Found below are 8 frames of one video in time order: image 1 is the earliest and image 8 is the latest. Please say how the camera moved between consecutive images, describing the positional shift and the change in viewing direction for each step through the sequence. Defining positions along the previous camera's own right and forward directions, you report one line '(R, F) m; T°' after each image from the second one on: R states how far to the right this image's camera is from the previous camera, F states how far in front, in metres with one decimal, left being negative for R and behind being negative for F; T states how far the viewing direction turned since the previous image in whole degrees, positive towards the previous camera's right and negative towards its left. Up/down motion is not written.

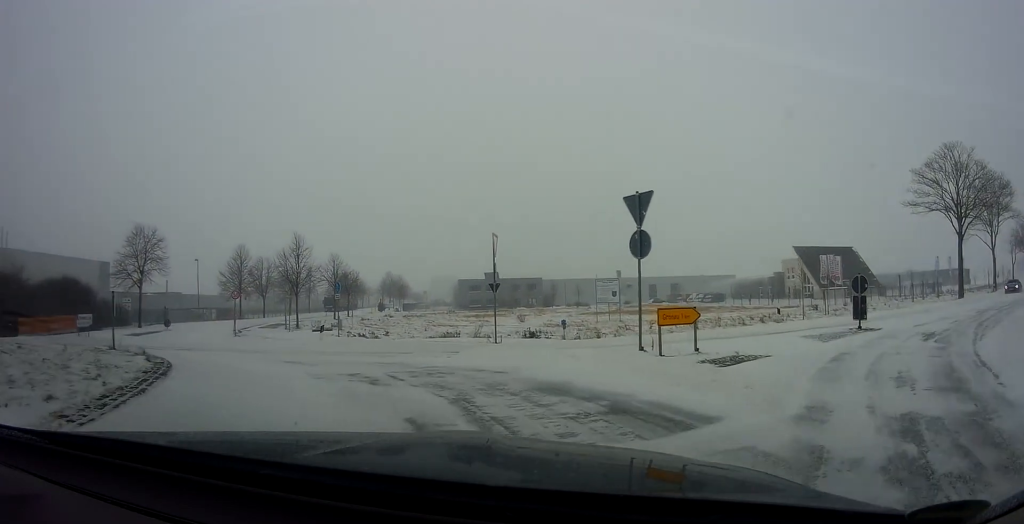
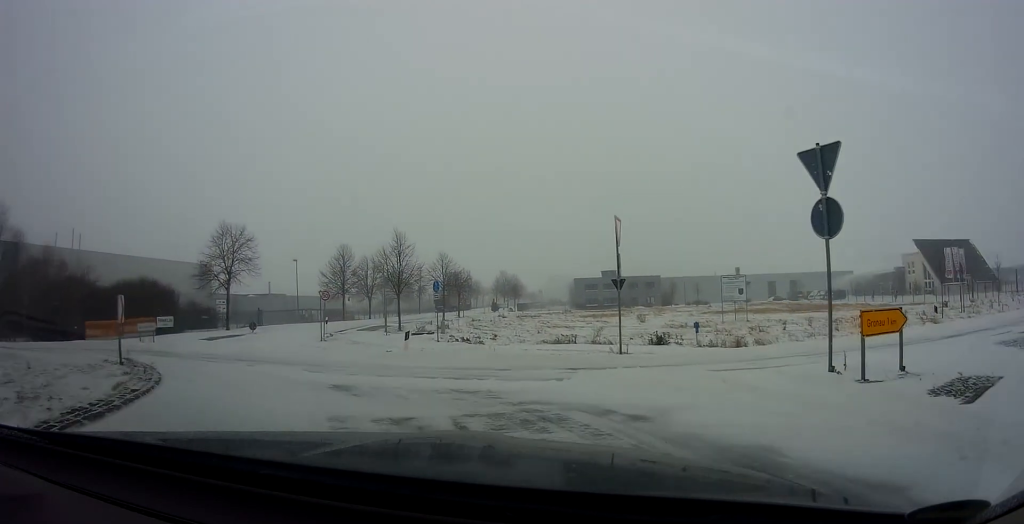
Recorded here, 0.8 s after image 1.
(-0.4, +3.4) m; -11°
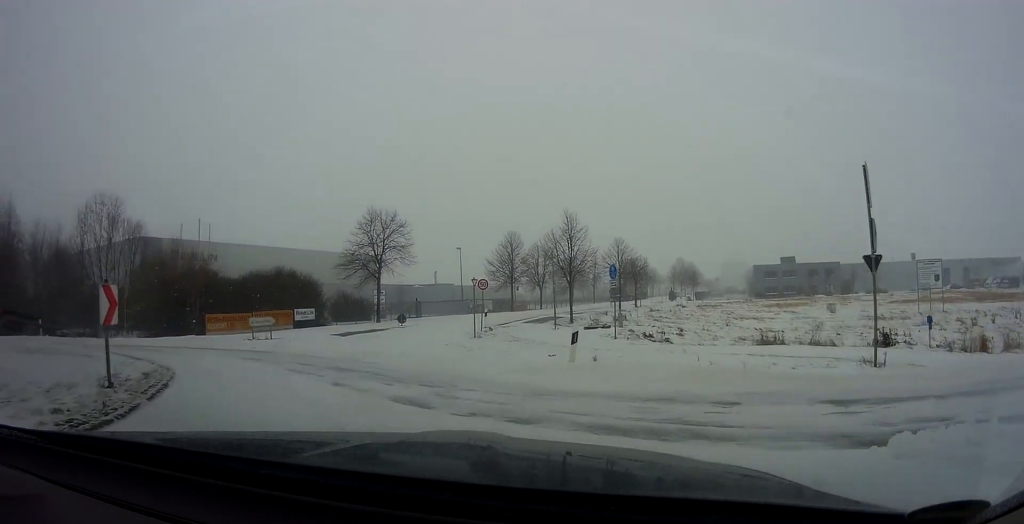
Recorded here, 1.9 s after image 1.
(-0.5, +4.7) m; -12°
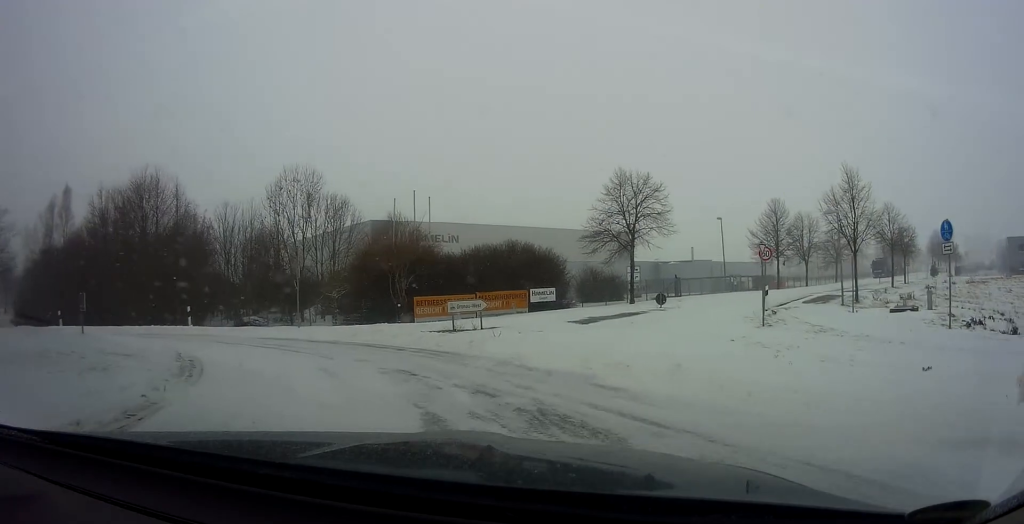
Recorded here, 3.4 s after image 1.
(-1.3, +6.4) m; -32°
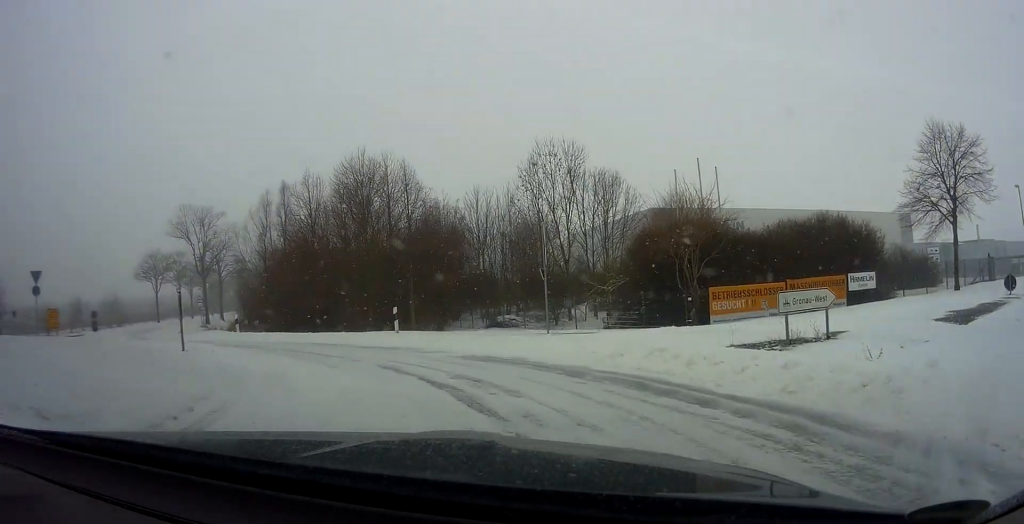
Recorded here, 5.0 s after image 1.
(-1.3, +7.1) m; -23°
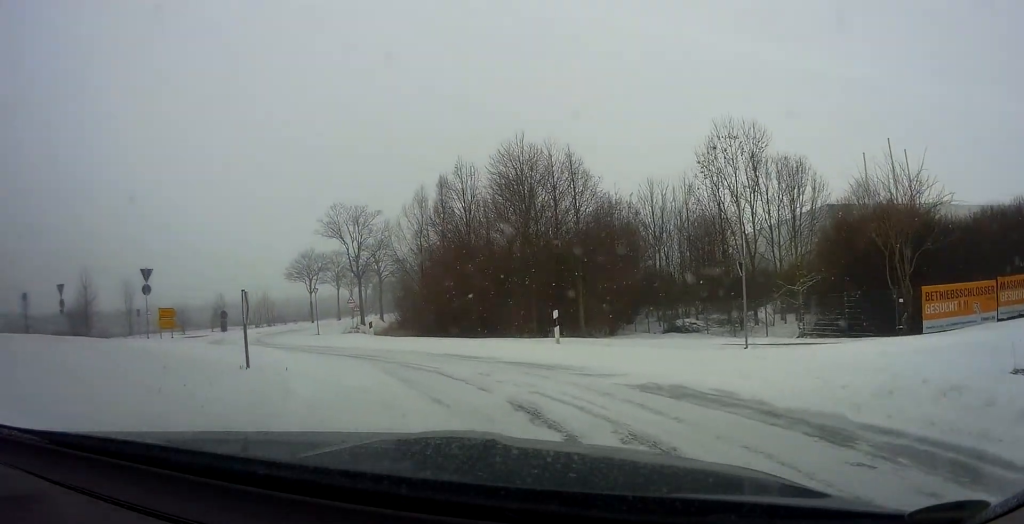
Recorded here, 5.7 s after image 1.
(-0.4, +3.4) m; -17°
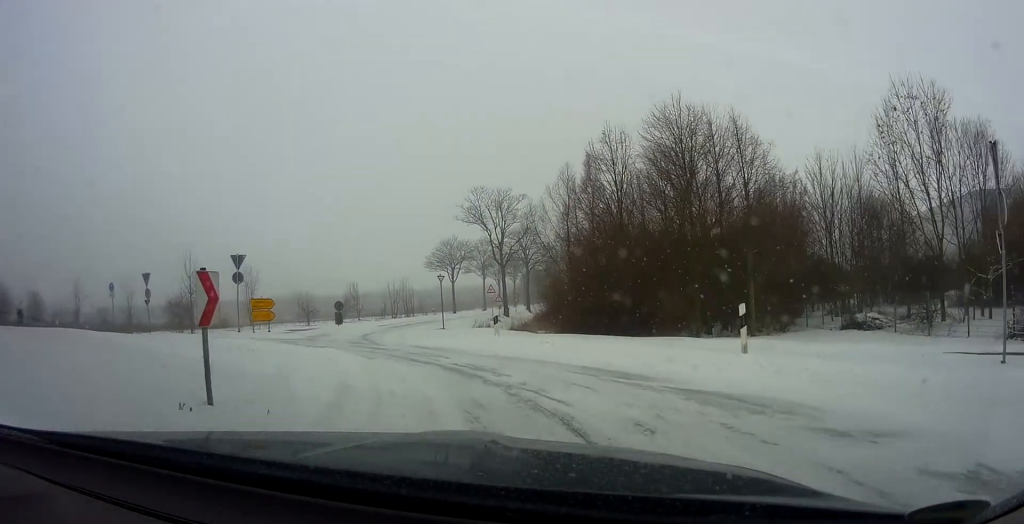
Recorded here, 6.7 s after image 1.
(-1.1, +4.4) m; -15°
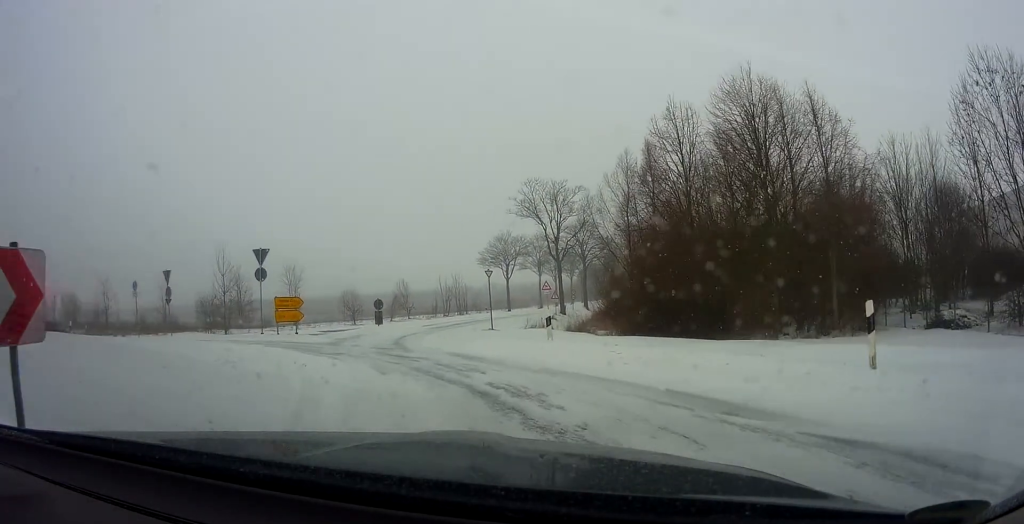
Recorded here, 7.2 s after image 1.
(0.0, +2.8) m; 0°
